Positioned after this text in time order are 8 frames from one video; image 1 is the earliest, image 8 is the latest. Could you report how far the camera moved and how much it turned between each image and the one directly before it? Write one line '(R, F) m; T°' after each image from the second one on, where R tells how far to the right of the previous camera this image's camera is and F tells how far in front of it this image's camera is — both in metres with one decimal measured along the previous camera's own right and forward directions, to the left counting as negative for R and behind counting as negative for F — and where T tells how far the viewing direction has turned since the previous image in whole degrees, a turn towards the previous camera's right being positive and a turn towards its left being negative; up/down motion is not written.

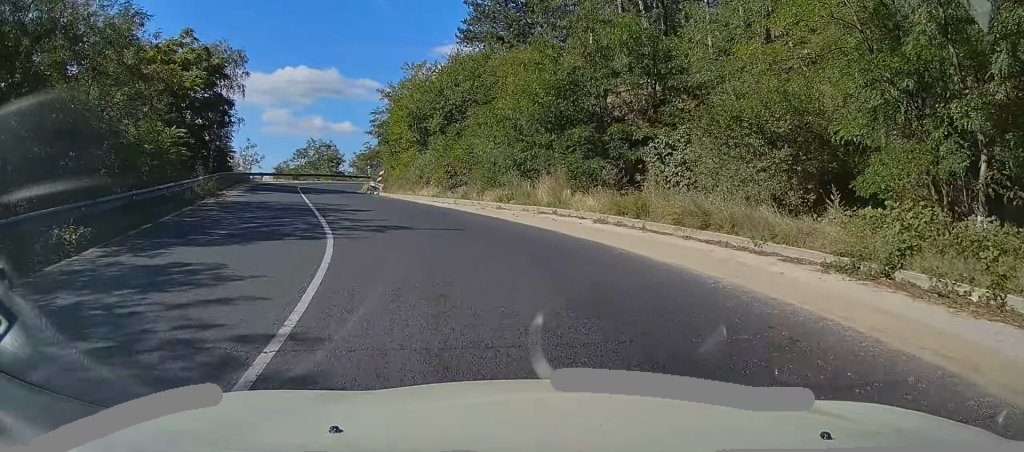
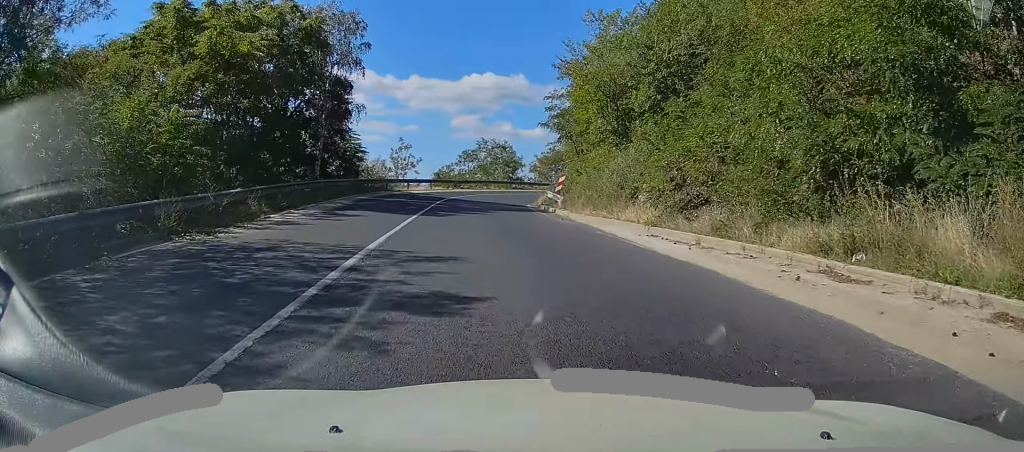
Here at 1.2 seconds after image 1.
(-2.1, +13.6) m; -13°
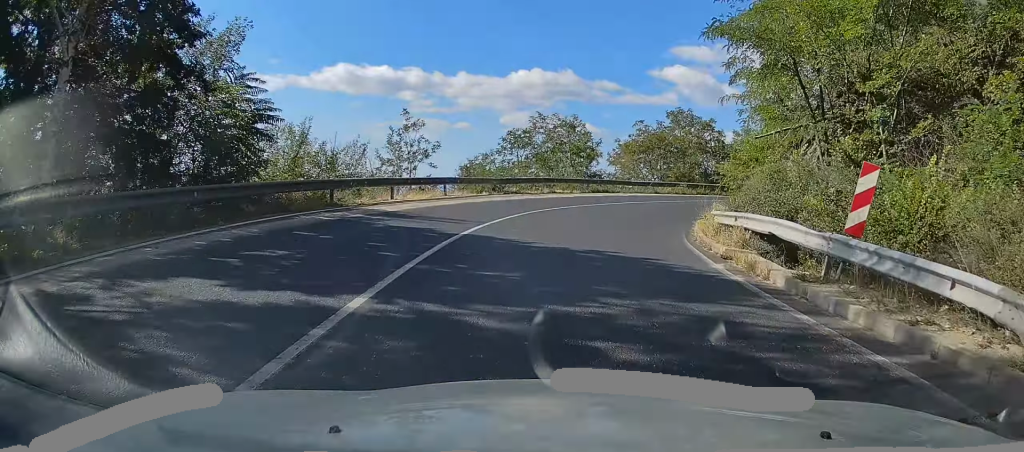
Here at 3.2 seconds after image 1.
(-1.2, +24.2) m; +1°
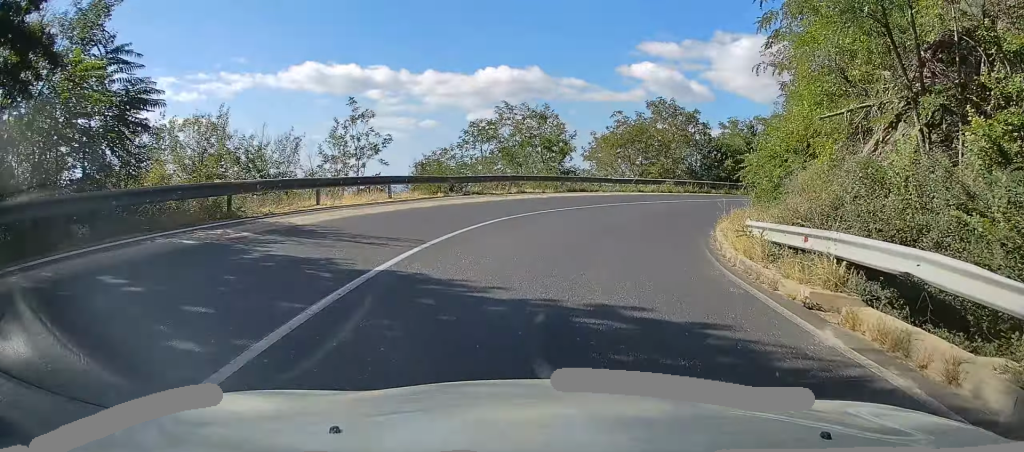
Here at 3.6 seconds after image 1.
(-0.2, +5.1) m; +4°
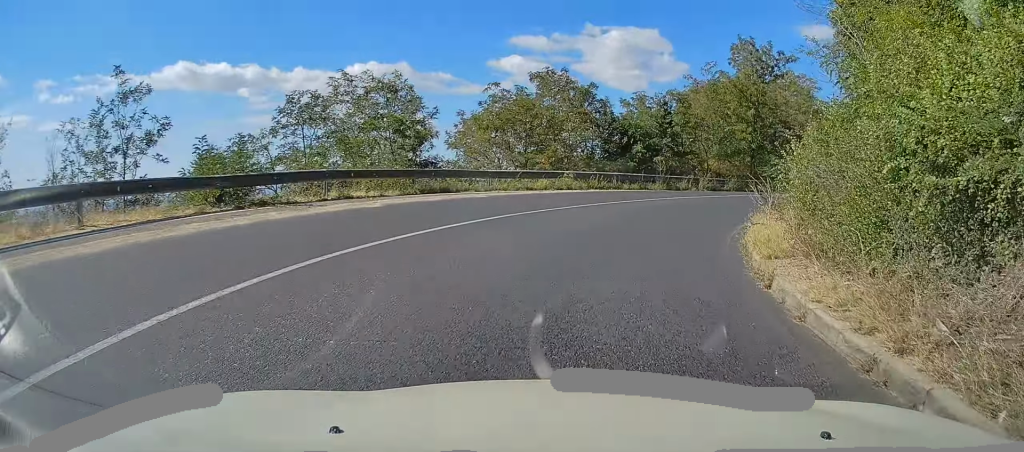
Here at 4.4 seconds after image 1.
(+1.2, +10.6) m; +10°
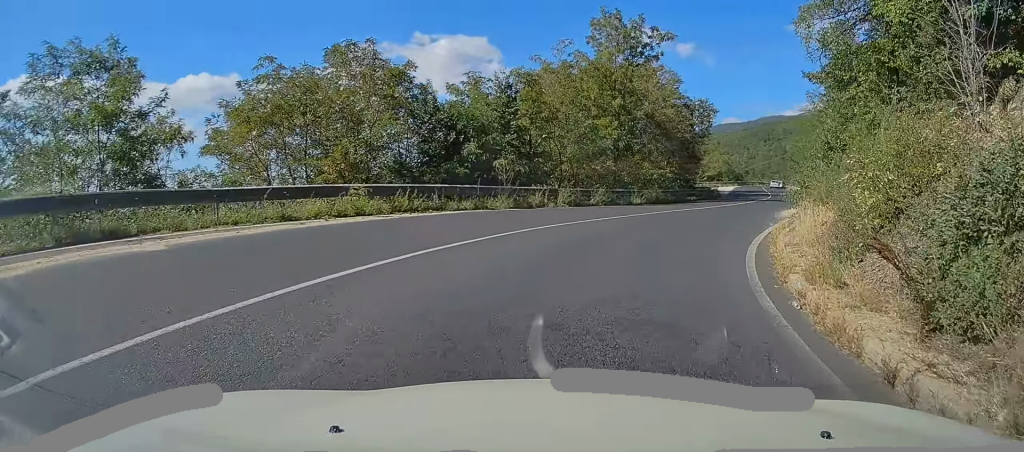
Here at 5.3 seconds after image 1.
(+0.8, +10.4) m; +12°
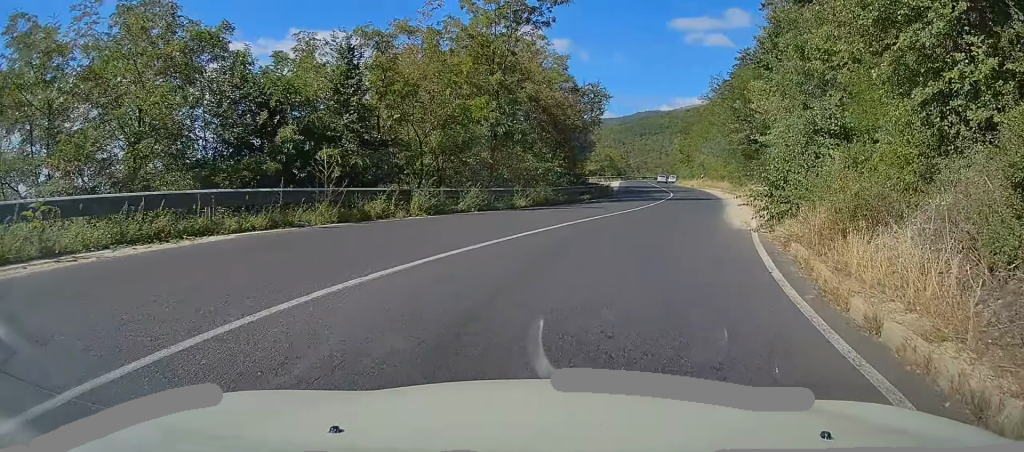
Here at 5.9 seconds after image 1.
(+0.3, +7.4) m; +9°
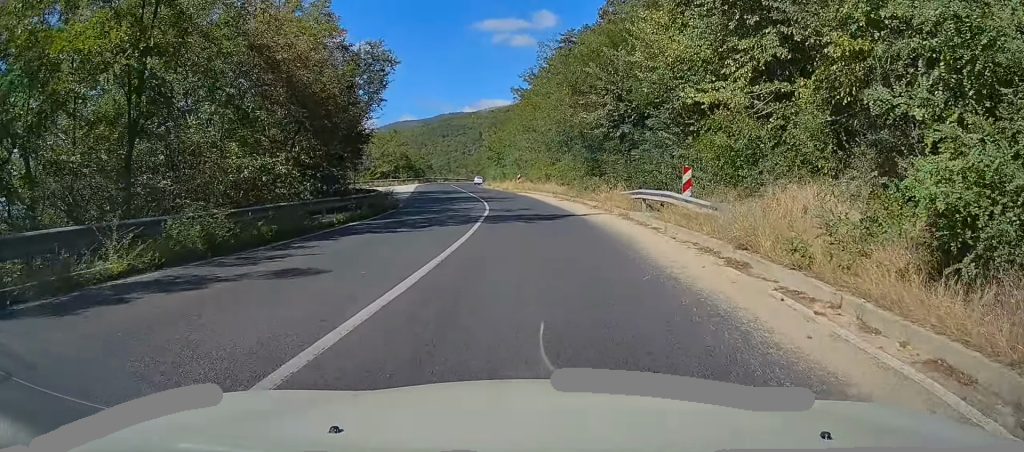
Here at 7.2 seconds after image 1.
(+2.8, +15.4) m; +13°
